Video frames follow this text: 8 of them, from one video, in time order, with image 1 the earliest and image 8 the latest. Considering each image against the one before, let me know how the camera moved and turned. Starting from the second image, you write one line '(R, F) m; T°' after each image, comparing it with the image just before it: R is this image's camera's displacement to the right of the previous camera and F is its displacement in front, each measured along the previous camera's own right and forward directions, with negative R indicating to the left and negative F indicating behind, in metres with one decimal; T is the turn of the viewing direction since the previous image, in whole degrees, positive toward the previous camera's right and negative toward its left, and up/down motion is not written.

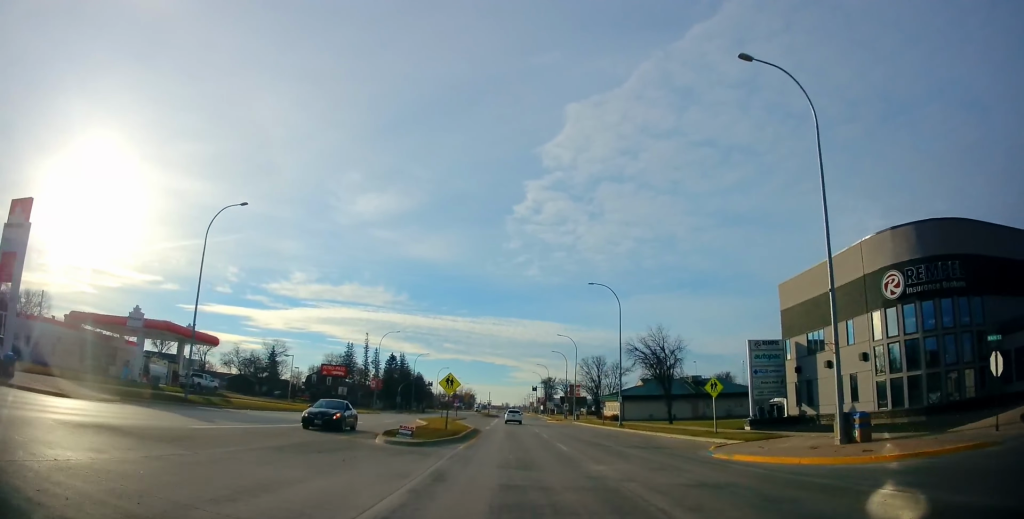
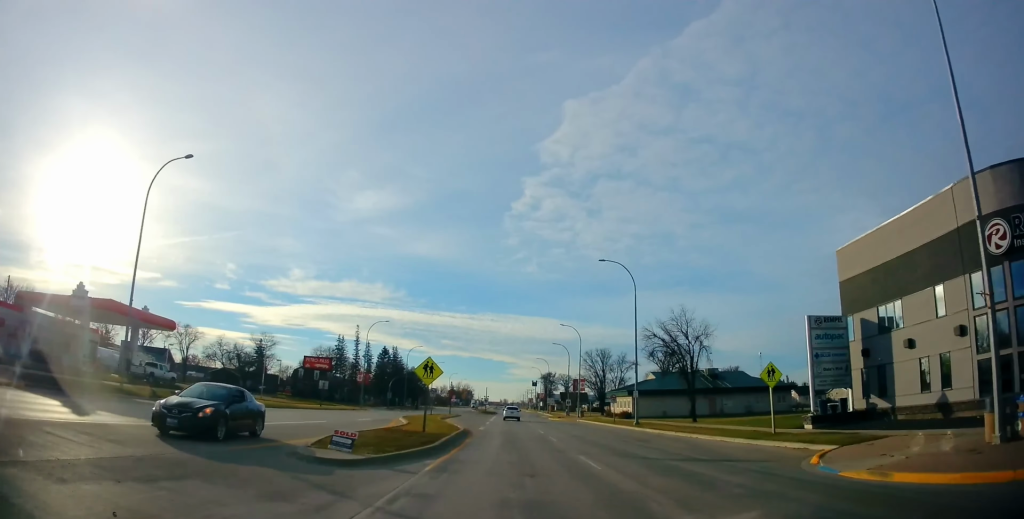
(0.0, +7.9) m; 0°
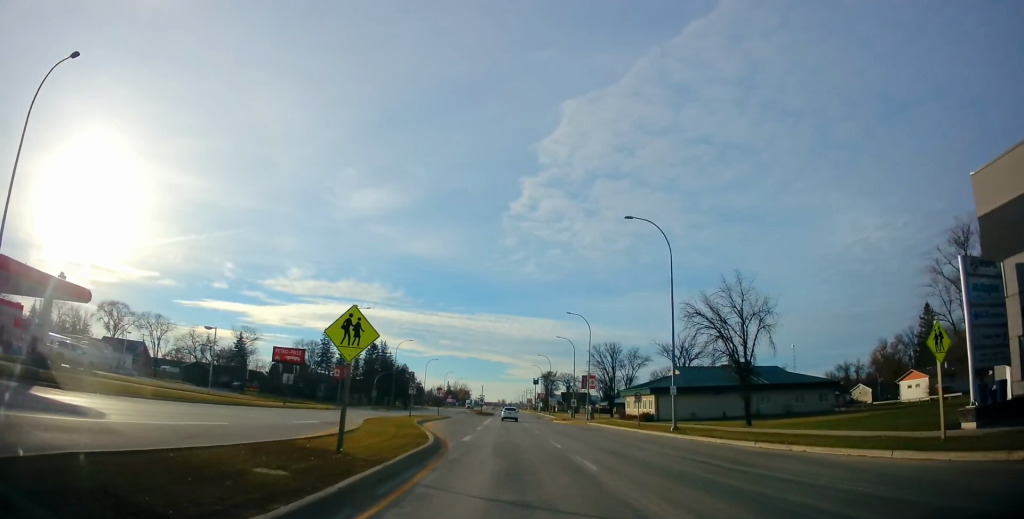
(0.0, +11.6) m; 0°
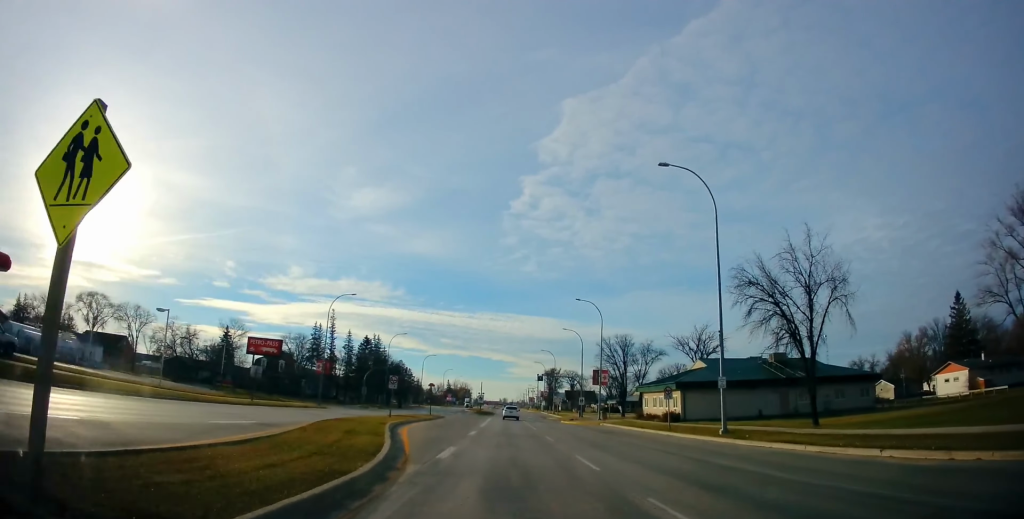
(0.0, +8.5) m; 0°
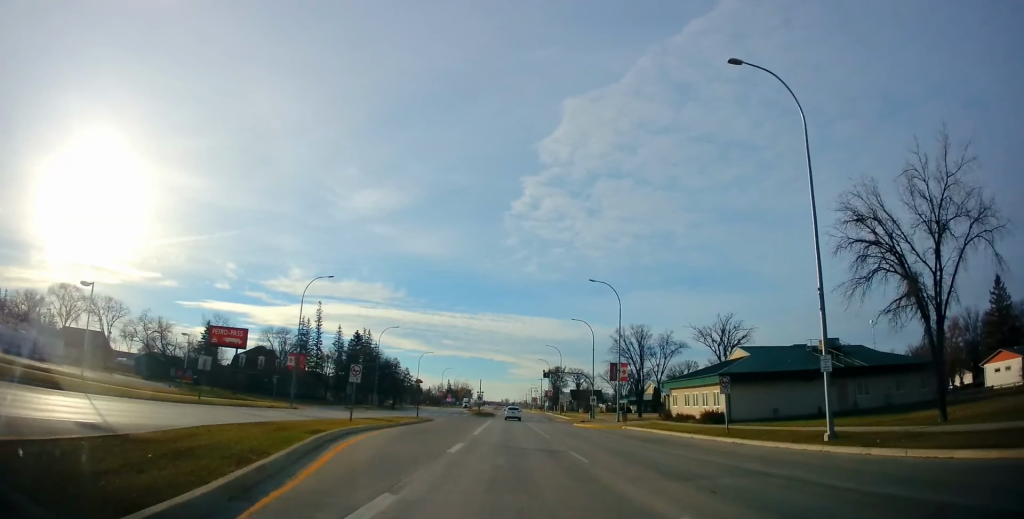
(0.0, +10.1) m; 0°
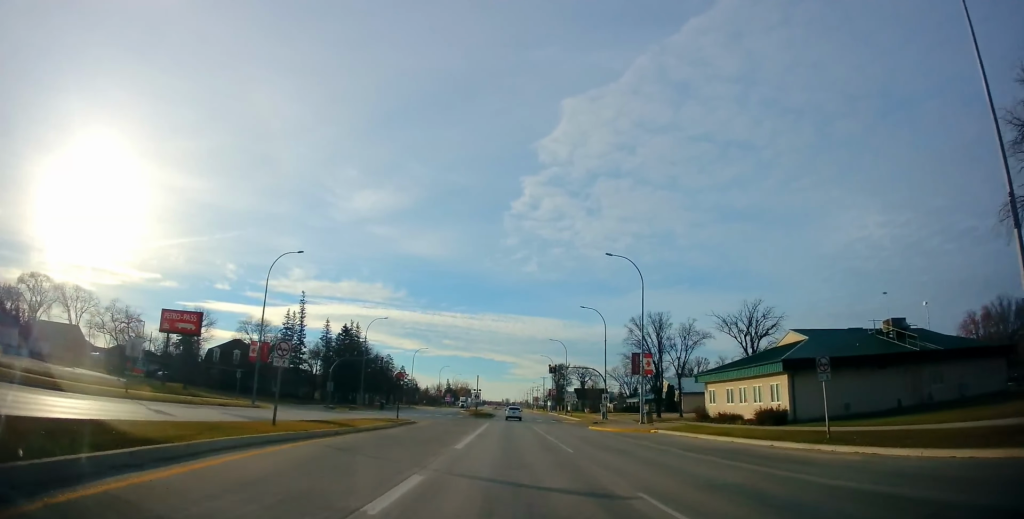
(0.0, +9.7) m; 0°
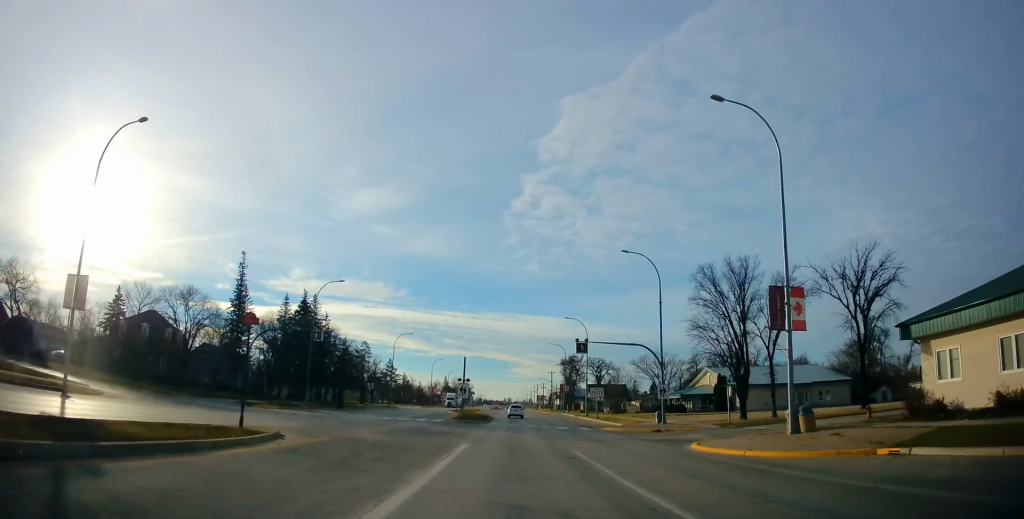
(0.0, +26.0) m; 0°
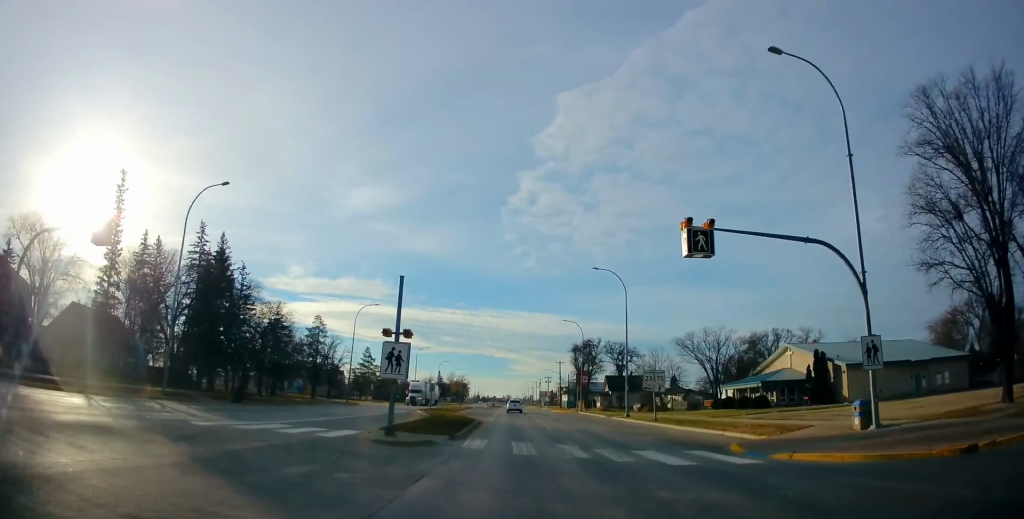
(0.0, +29.1) m; 0°
